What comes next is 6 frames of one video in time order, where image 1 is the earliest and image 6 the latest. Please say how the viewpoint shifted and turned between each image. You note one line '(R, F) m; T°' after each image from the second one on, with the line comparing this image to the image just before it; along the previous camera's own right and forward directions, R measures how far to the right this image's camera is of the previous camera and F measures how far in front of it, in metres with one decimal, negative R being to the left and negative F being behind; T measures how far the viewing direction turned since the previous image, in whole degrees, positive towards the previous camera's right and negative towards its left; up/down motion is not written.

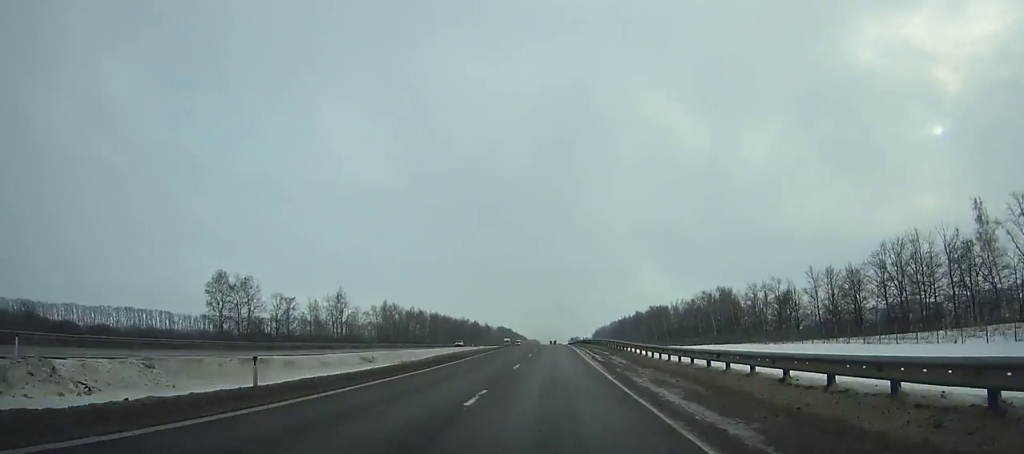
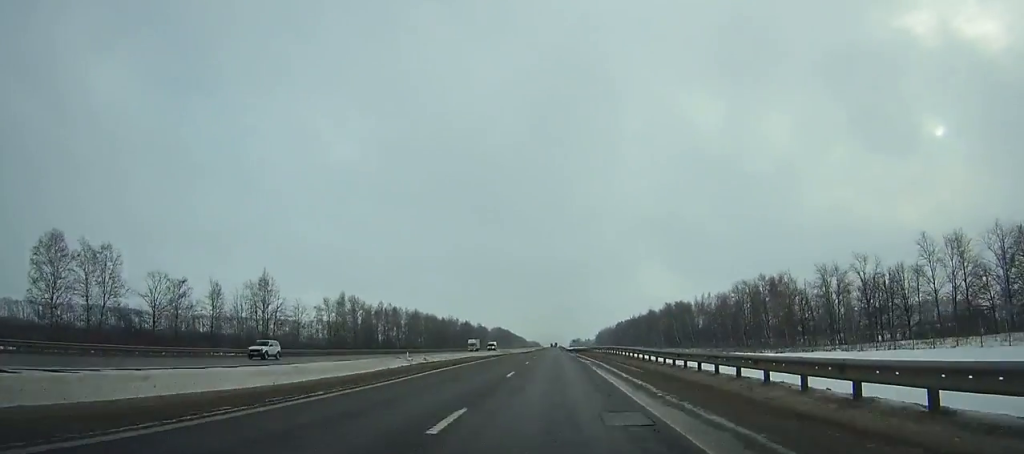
(0.0, +50.1) m; 0°
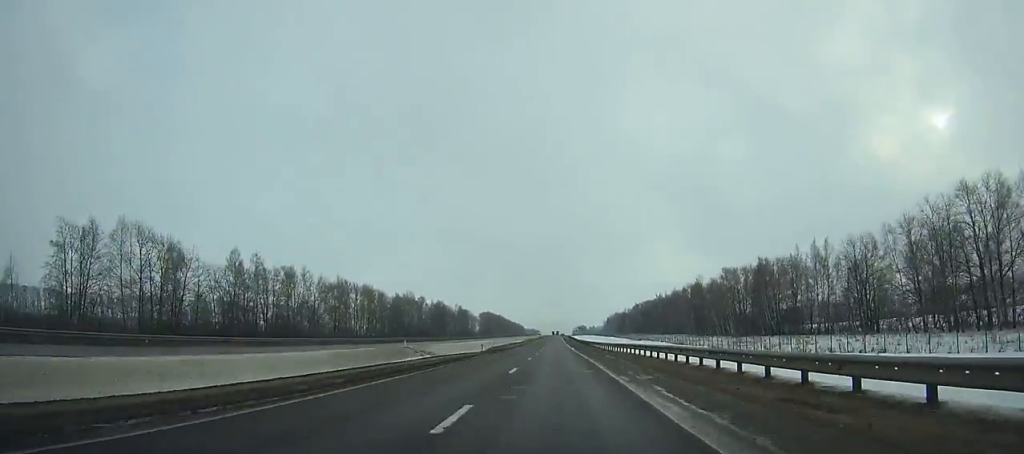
(-0.2, +108.9) m; 0°
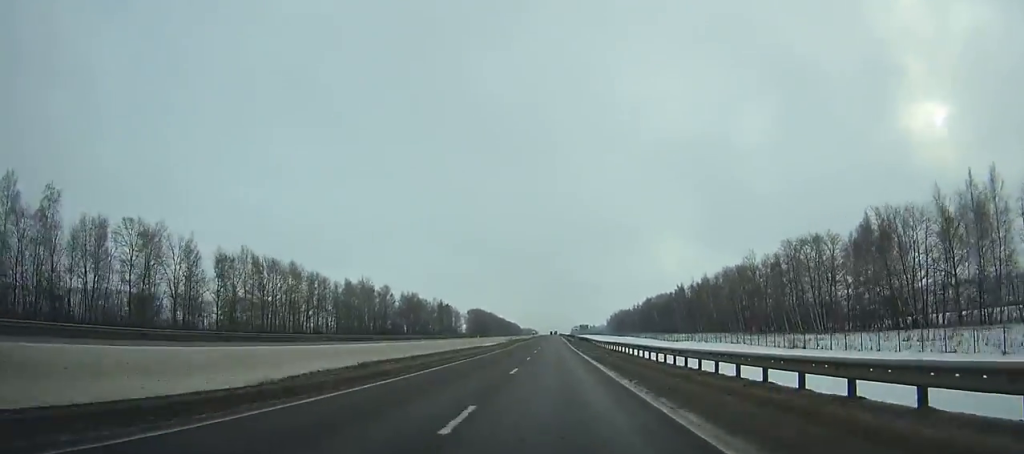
(+0.1, +58.8) m; 0°
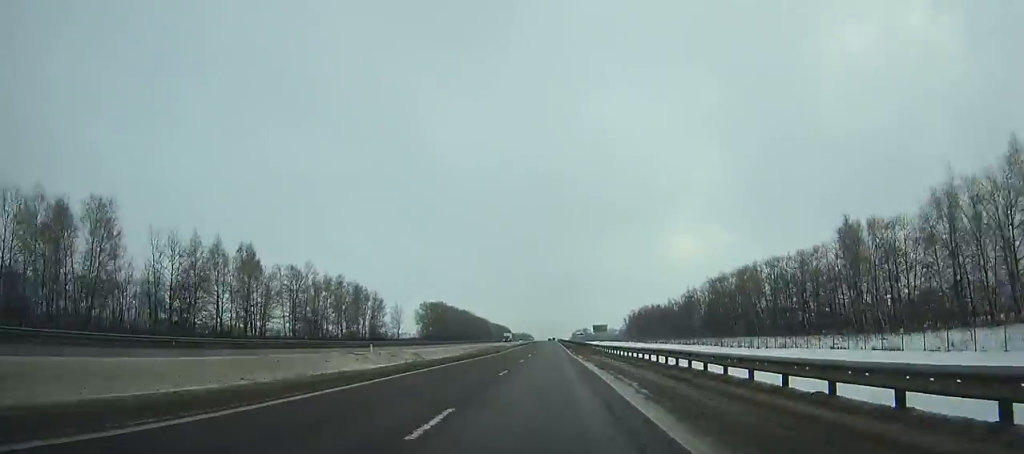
(+1.0, +157.4) m; 0°
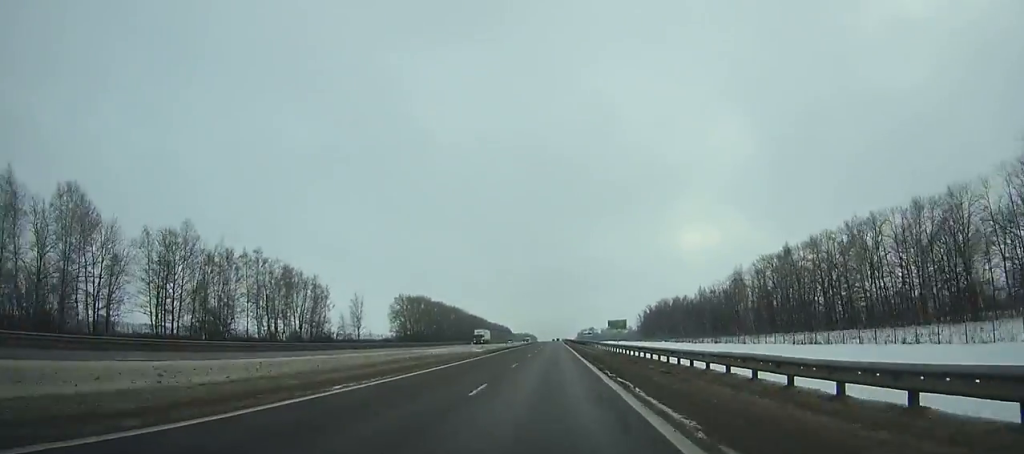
(-0.1, +54.8) m; 0°
